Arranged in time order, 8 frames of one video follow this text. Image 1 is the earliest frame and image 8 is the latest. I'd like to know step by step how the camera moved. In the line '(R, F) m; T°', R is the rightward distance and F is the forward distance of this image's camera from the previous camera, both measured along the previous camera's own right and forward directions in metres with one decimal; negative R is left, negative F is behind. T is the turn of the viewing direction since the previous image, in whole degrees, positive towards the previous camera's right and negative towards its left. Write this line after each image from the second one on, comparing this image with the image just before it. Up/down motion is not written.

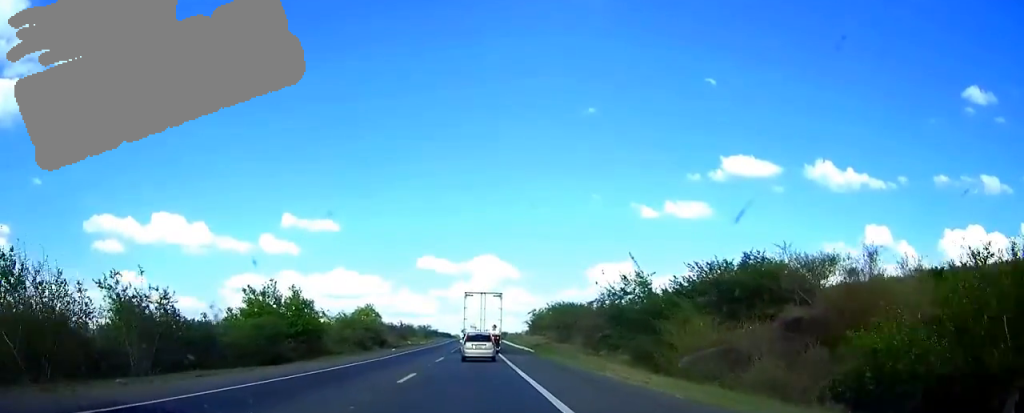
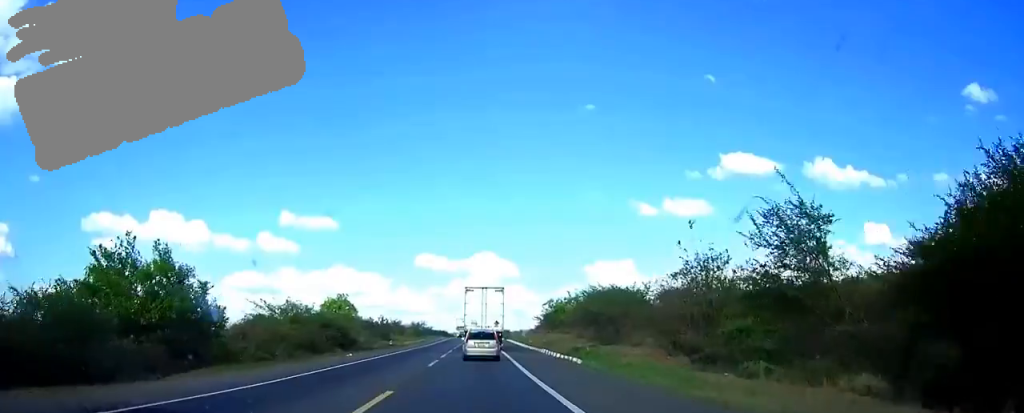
(0.0, +23.4) m; 0°
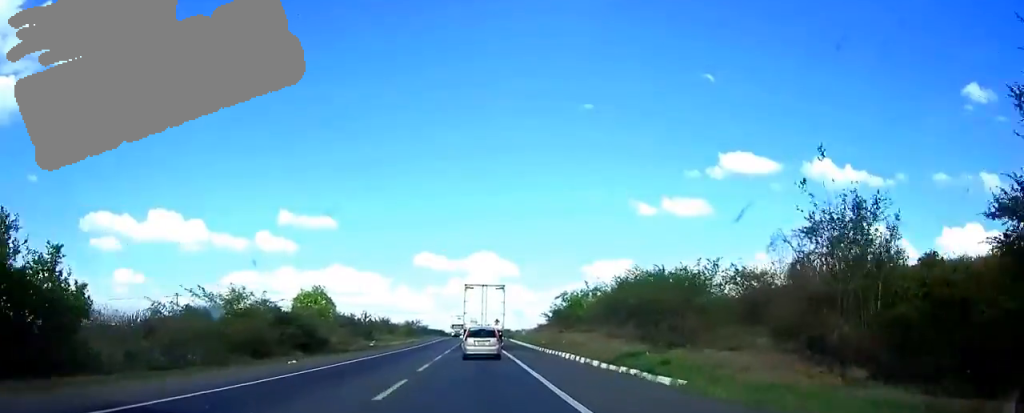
(0.0, +13.7) m; 0°
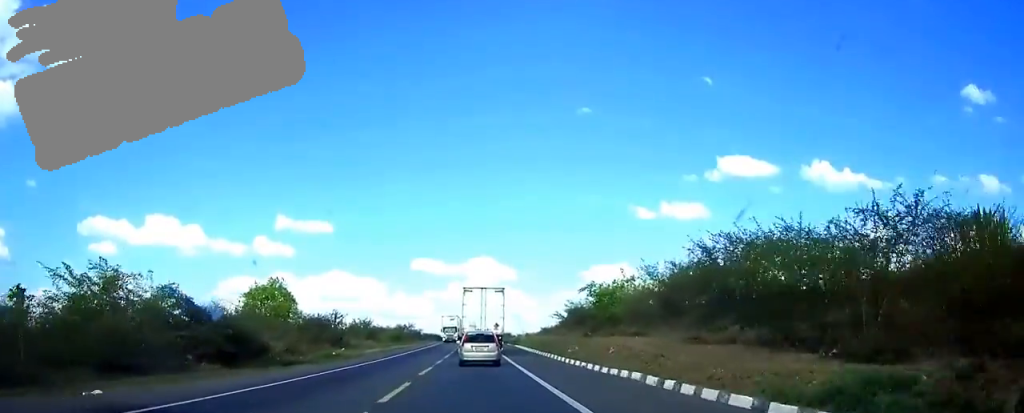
(0.0, +16.8) m; 0°
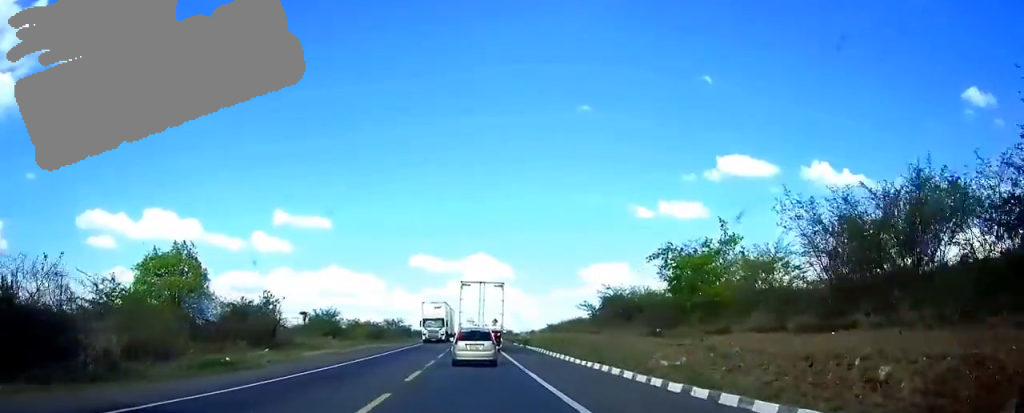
(+0.1, +21.2) m; 0°
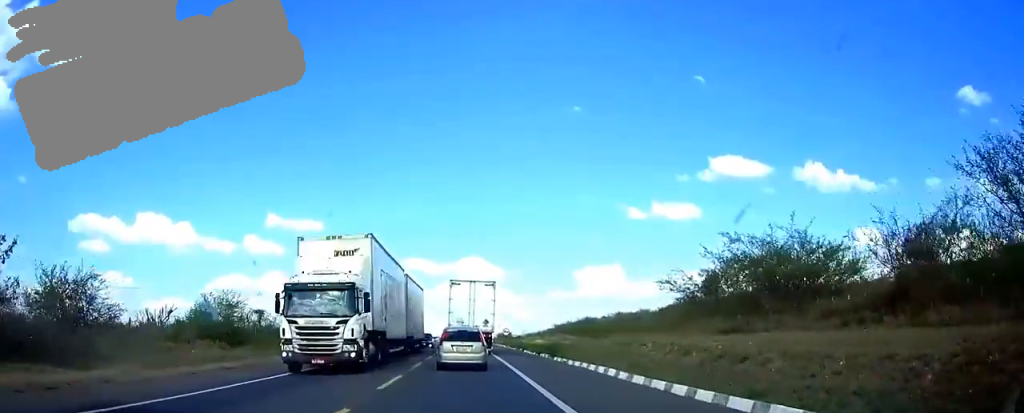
(+0.1, +27.7) m; 0°
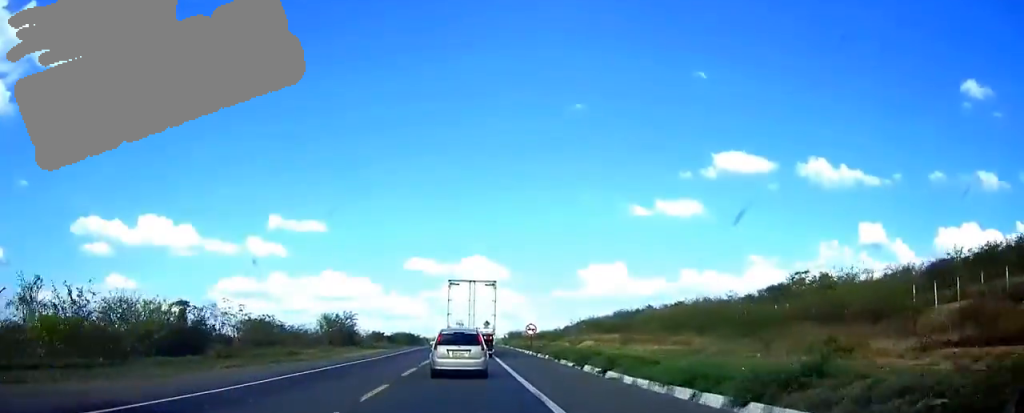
(-0.2, +35.2) m; 0°
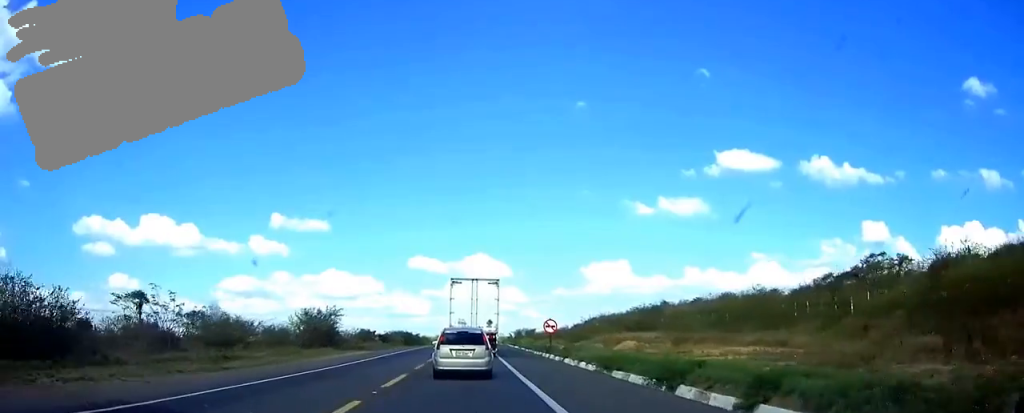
(0.0, +13.2) m; 0°
